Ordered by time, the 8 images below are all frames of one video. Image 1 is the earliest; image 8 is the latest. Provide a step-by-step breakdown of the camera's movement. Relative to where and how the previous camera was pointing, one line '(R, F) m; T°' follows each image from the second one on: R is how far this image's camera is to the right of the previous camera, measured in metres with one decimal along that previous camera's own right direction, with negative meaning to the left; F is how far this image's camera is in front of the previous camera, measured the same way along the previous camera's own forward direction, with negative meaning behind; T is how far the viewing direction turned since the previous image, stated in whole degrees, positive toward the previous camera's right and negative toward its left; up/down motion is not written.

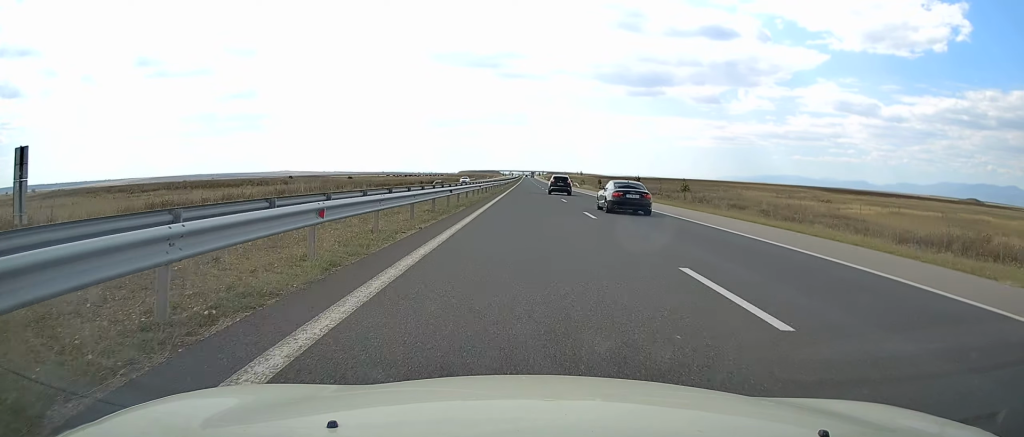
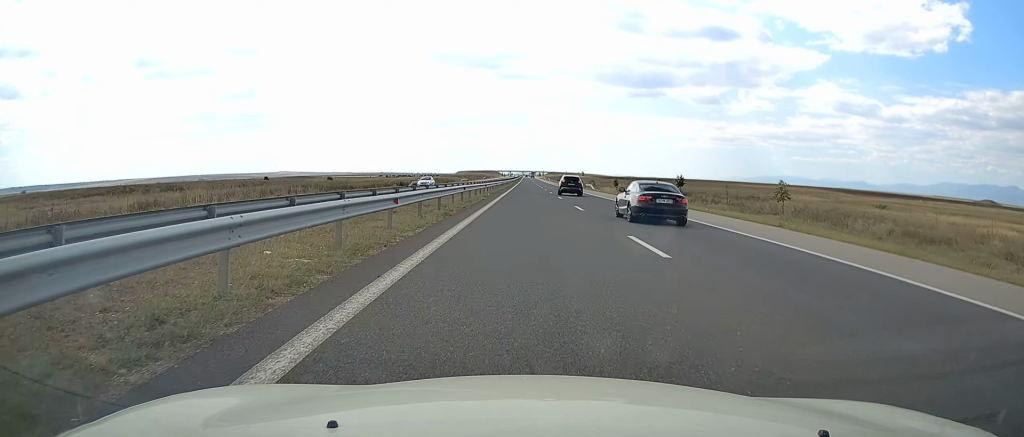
(0.0, +26.7) m; 0°
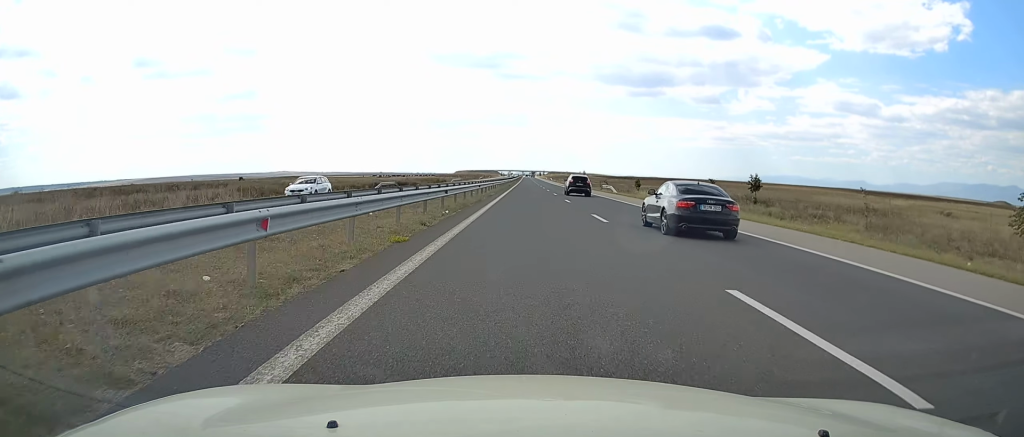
(0.0, +23.2) m; 0°
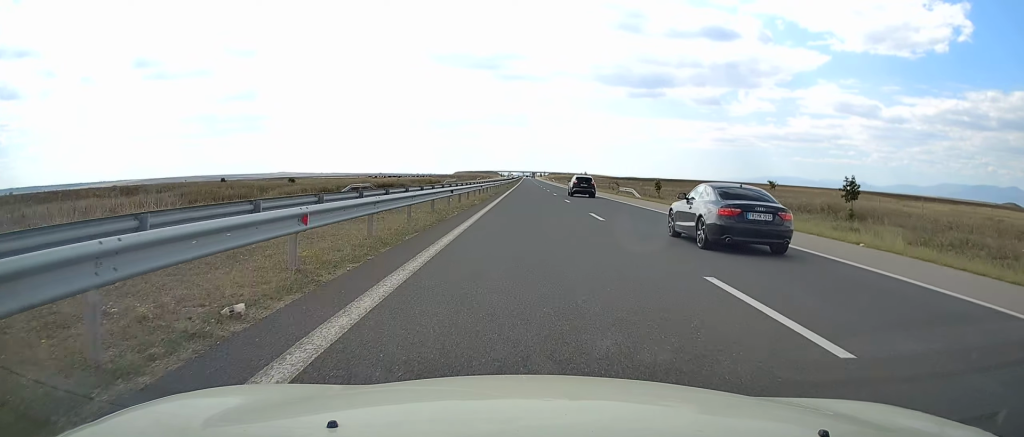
(0.0, +14.7) m; 0°
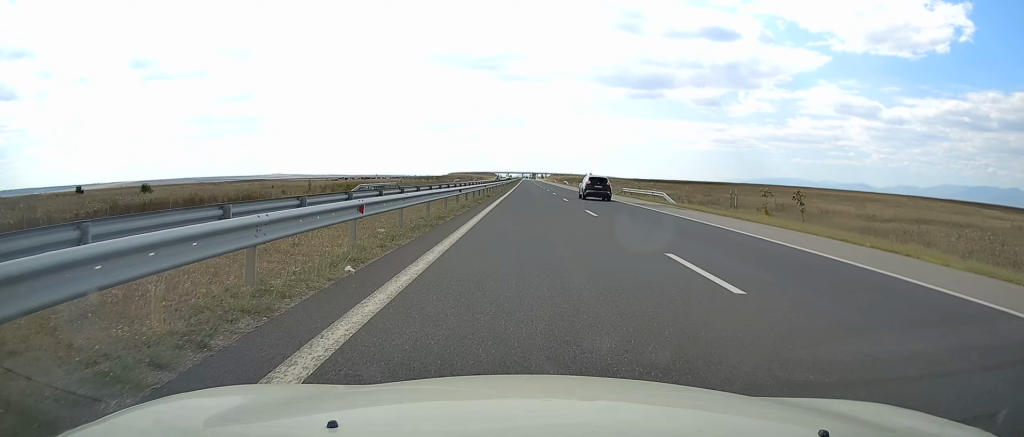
(-0.1, +76.9) m; -1°
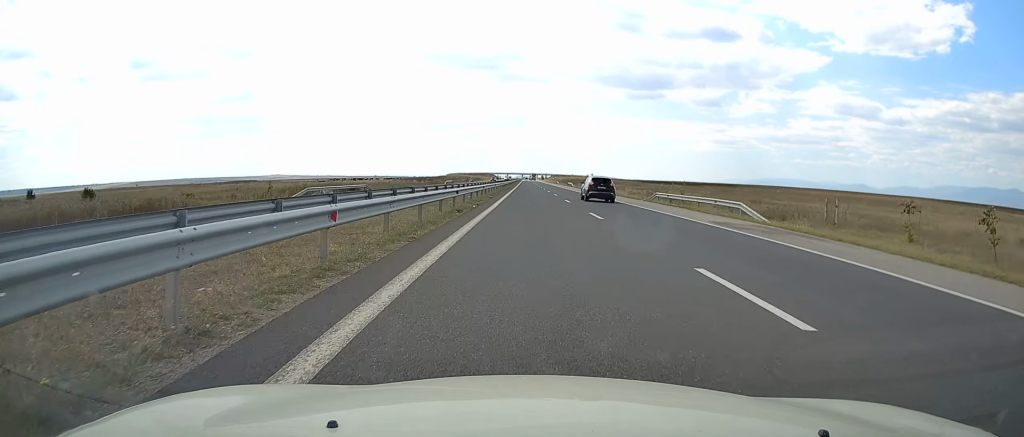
(-0.2, +17.6) m; 0°
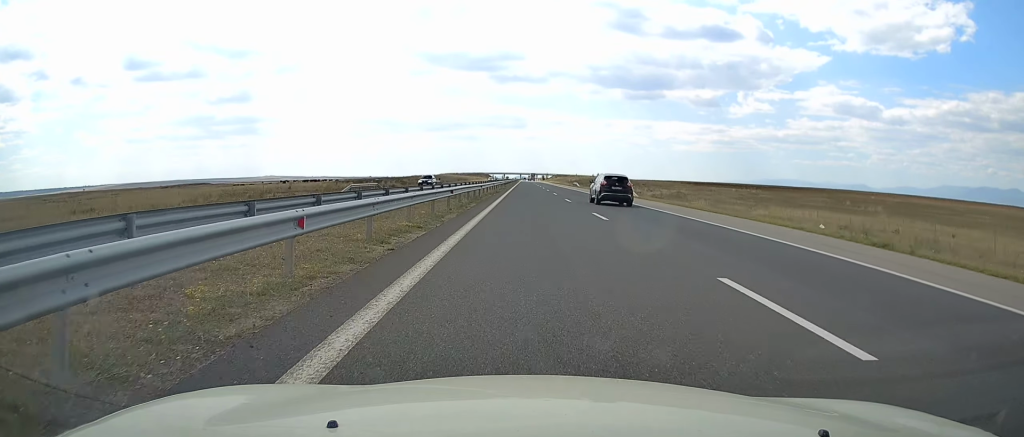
(+0.8, +81.1) m; +1°
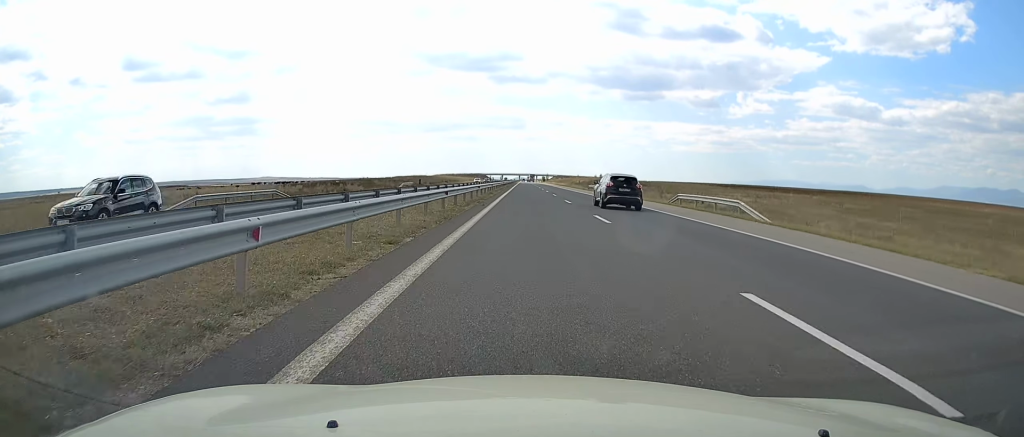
(0.0, +33.1) m; 0°
